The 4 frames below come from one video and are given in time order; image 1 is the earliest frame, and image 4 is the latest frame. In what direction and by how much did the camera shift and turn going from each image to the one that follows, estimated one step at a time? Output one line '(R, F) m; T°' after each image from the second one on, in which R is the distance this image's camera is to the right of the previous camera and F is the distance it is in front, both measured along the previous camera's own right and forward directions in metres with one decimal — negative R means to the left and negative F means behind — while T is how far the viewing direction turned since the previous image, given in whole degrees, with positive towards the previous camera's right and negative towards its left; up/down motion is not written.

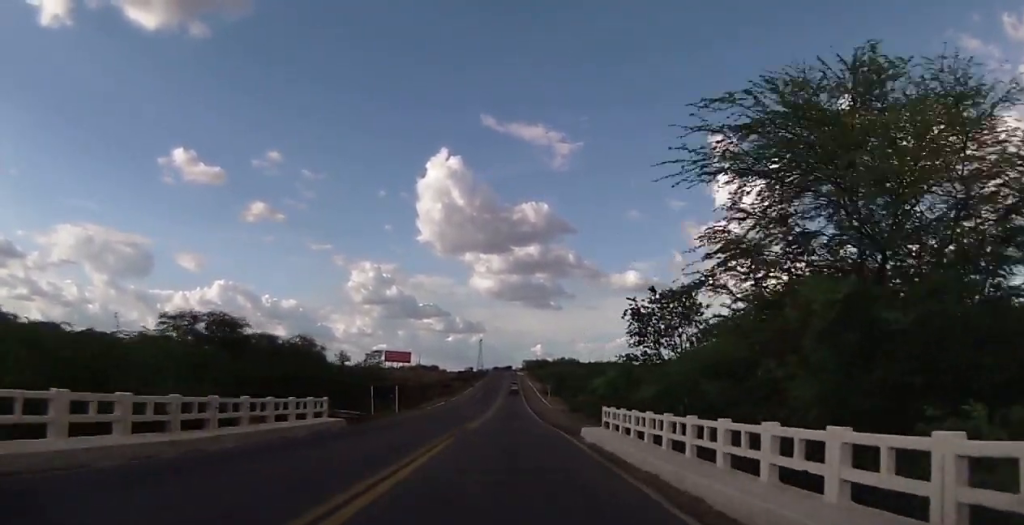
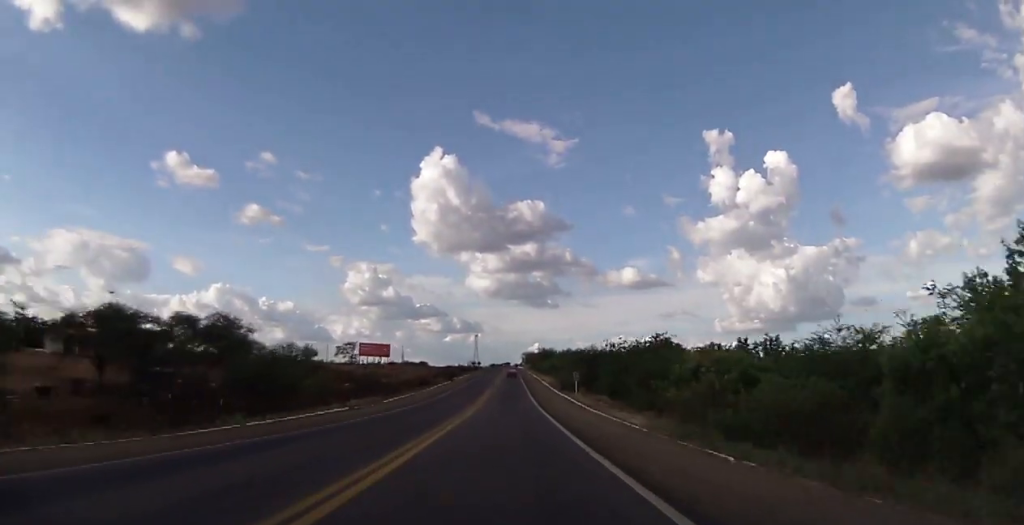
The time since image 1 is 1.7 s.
(+0.6, +48.8) m; 0°
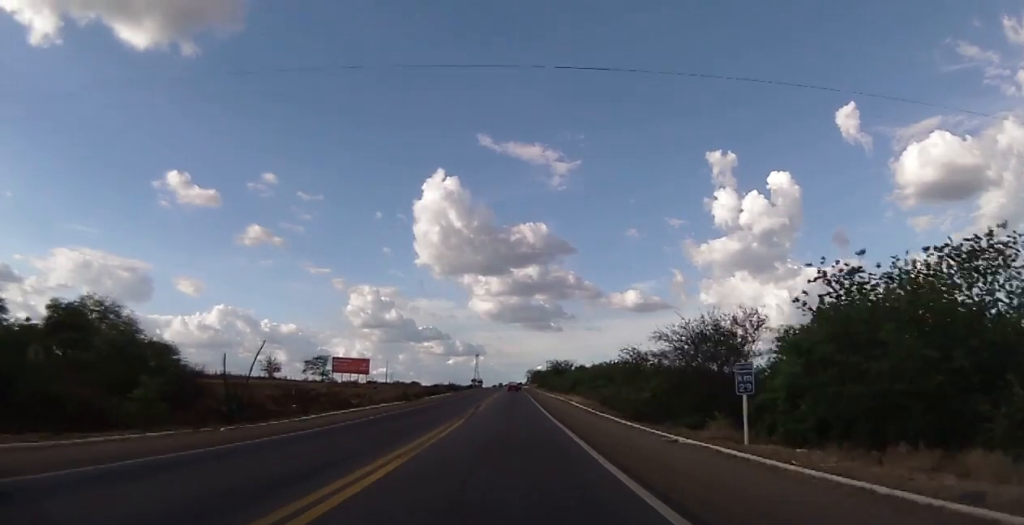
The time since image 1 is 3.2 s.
(-0.2, +43.4) m; +1°
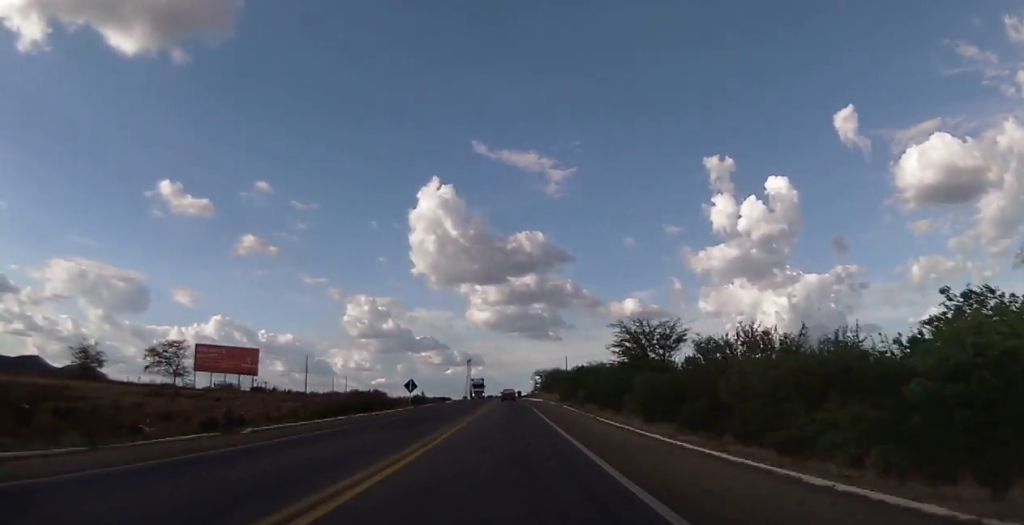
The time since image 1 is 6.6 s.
(-0.8, +98.1) m; 0°
